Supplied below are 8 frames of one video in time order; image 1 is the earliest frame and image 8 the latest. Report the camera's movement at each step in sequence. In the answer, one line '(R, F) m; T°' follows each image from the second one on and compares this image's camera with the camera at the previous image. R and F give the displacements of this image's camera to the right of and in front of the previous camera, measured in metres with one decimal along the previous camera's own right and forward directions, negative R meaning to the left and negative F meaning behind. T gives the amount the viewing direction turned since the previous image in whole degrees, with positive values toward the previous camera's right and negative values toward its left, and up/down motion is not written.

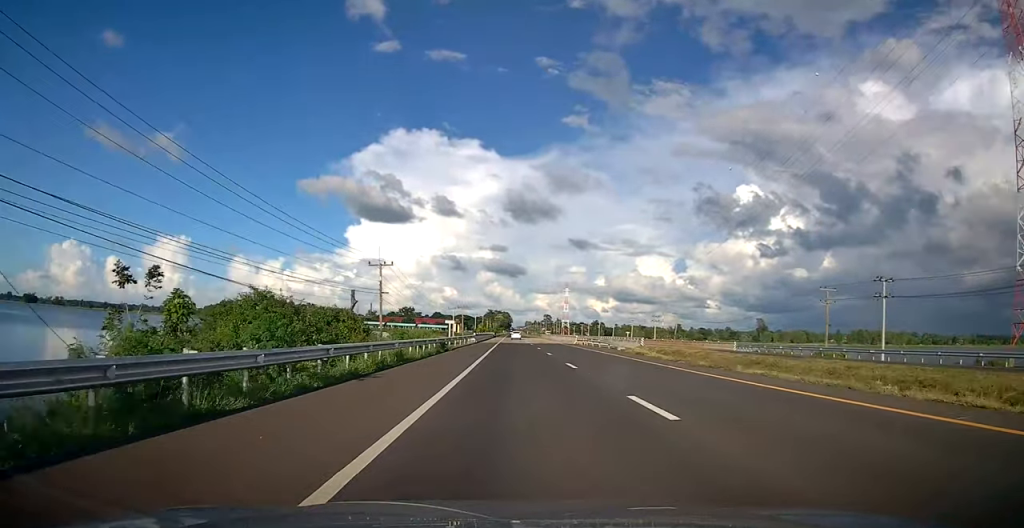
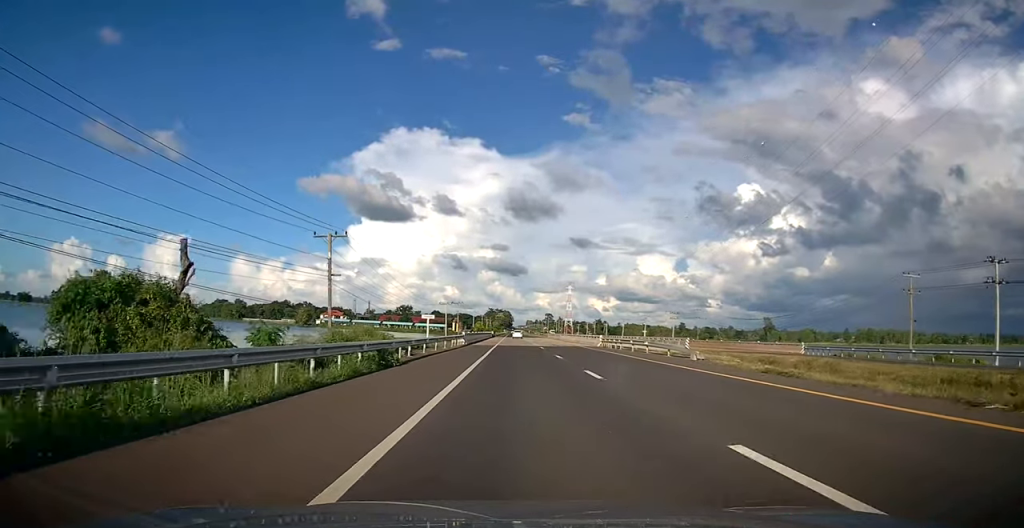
(0.0, +17.0) m; 0°
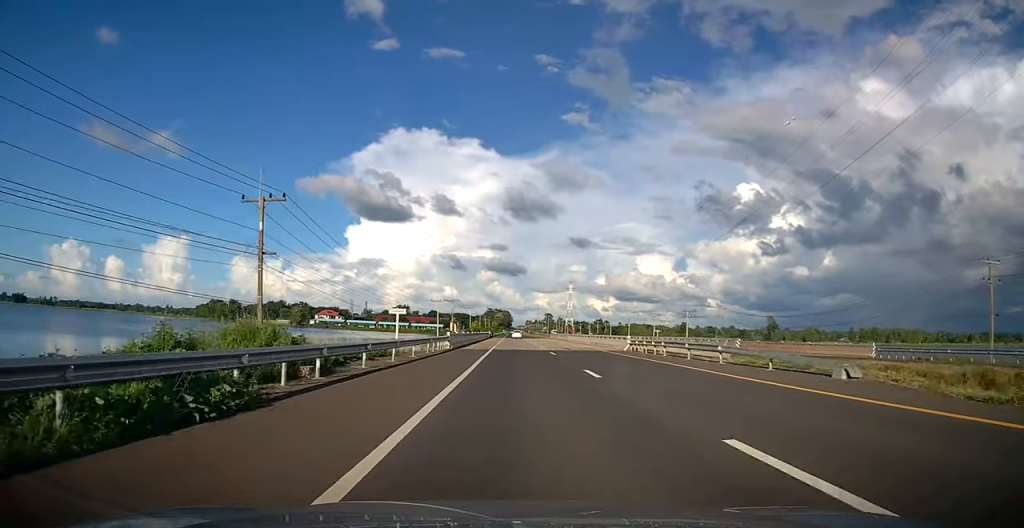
(-0.1, +11.8) m; 0°
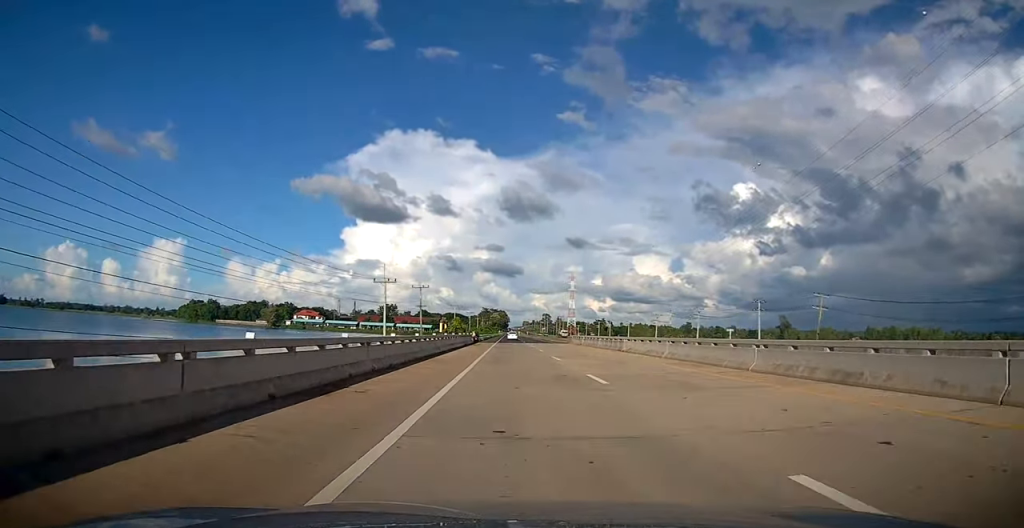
(-0.1, +40.5) m; 0°
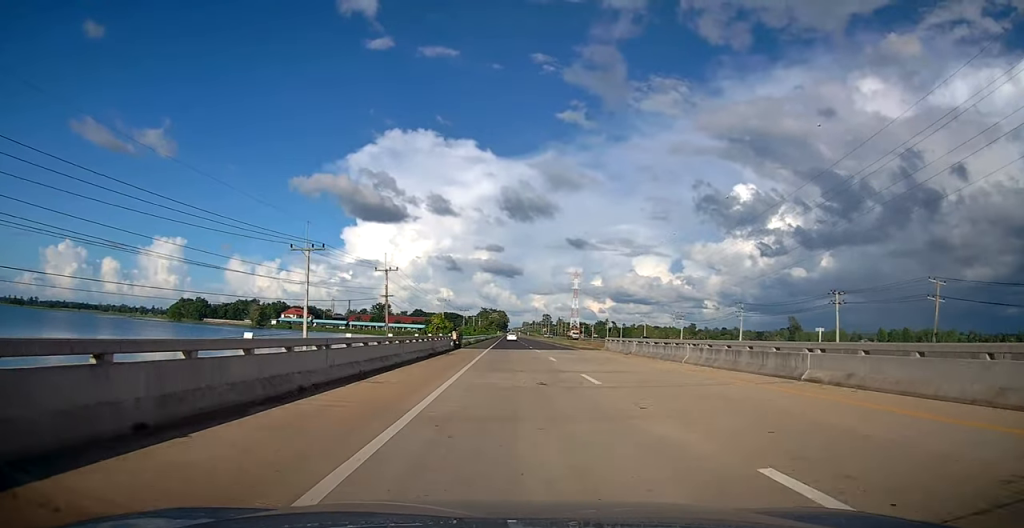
(0.0, +23.5) m; 0°
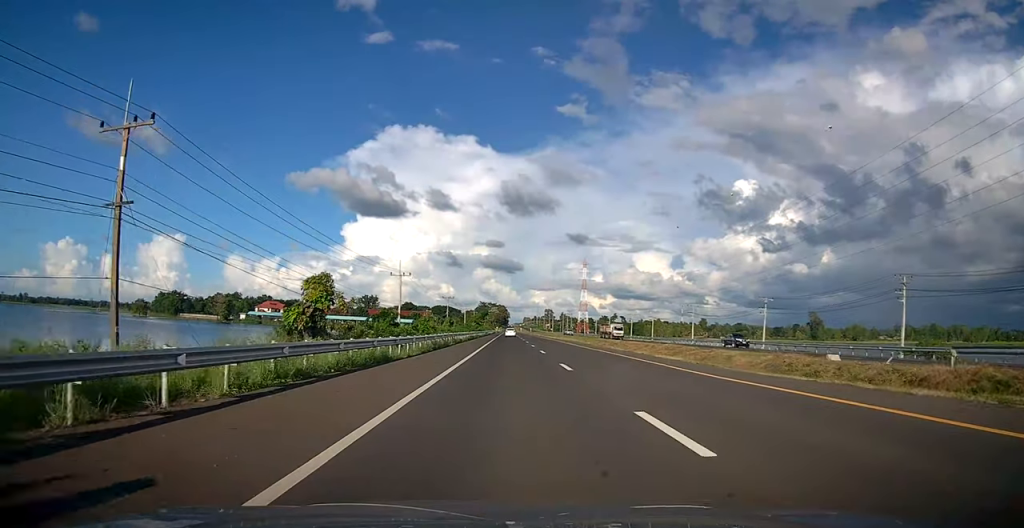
(0.0, +44.1) m; 0°
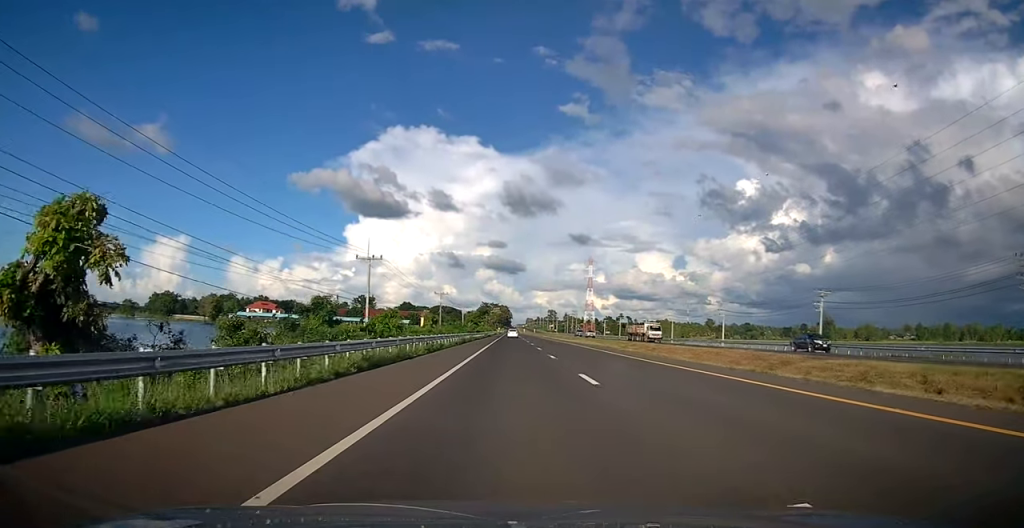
(0.0, +16.6) m; 0°
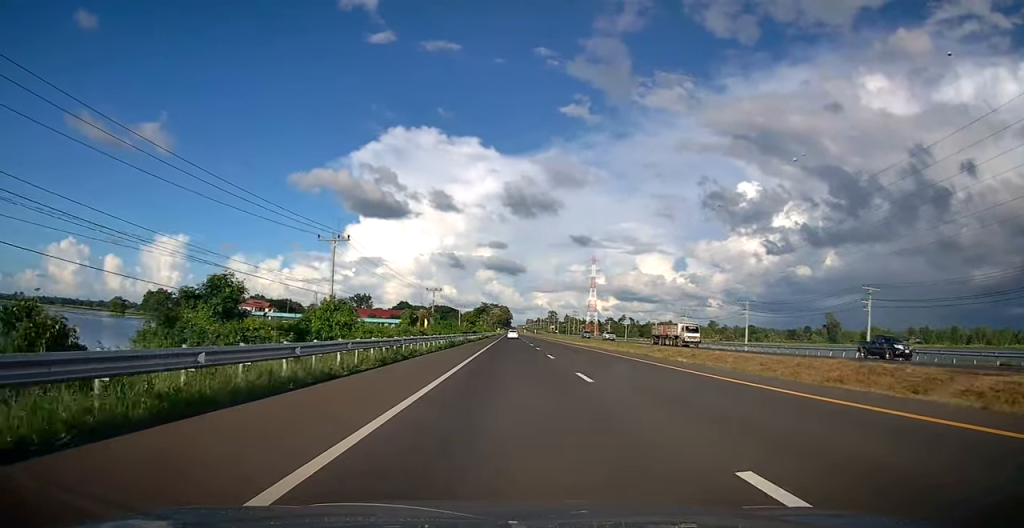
(0.0, +11.0) m; 0°
